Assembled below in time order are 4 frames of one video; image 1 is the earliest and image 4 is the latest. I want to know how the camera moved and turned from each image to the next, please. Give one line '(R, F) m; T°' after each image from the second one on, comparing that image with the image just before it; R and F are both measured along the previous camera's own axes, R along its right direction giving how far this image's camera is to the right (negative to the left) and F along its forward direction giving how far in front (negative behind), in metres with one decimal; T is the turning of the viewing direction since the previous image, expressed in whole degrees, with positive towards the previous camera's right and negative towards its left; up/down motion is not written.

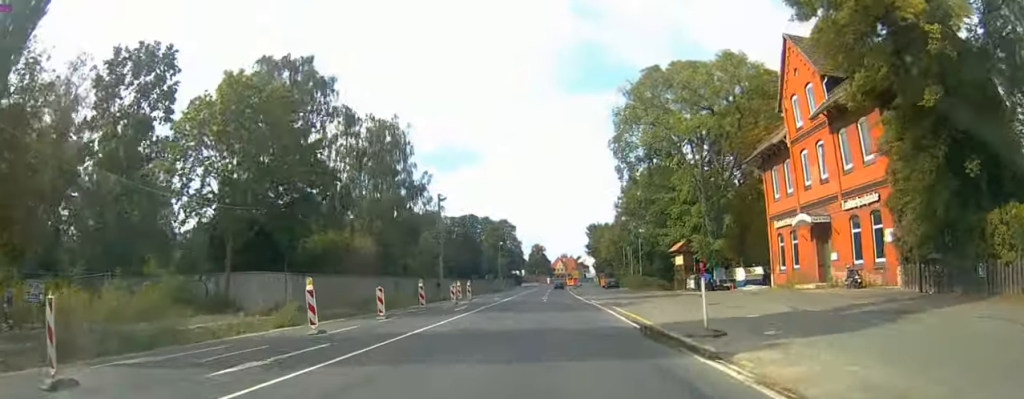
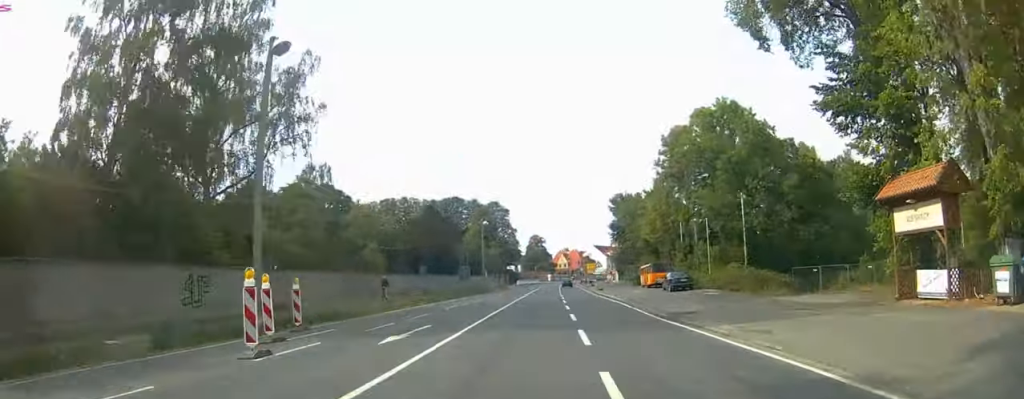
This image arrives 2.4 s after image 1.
(+2.6, +37.0) m; +5°
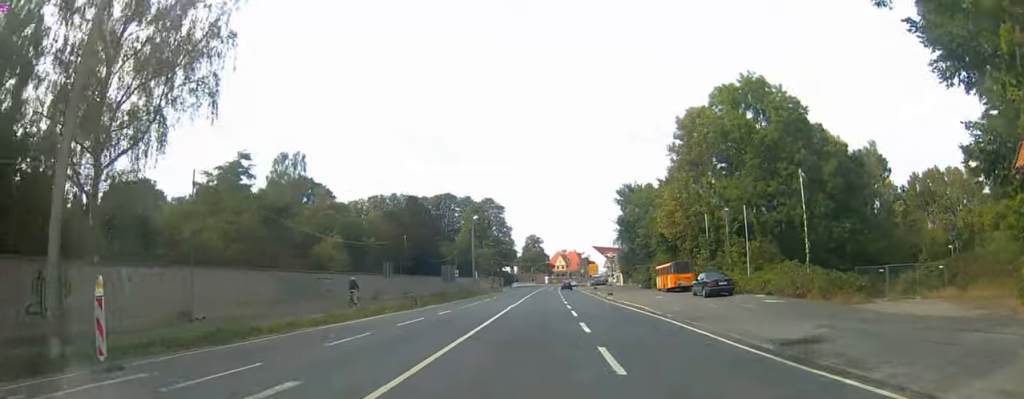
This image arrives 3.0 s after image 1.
(+0.1, +8.0) m; +1°
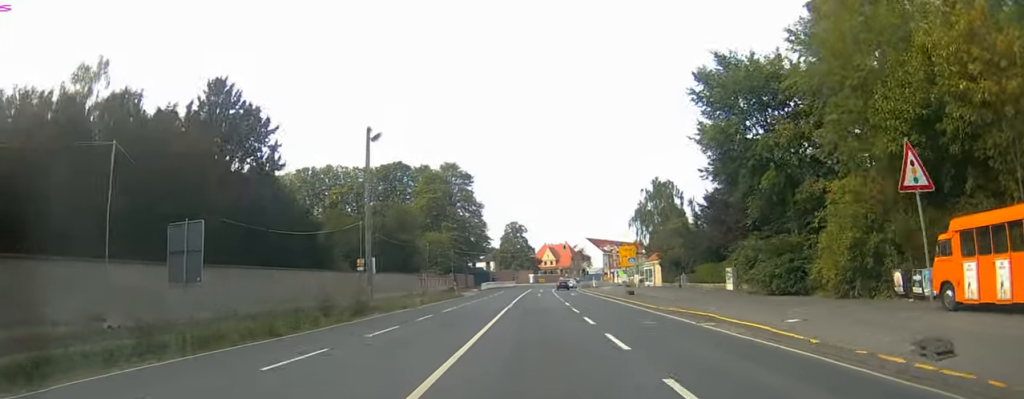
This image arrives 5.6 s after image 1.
(+0.6, +36.9) m; -1°
